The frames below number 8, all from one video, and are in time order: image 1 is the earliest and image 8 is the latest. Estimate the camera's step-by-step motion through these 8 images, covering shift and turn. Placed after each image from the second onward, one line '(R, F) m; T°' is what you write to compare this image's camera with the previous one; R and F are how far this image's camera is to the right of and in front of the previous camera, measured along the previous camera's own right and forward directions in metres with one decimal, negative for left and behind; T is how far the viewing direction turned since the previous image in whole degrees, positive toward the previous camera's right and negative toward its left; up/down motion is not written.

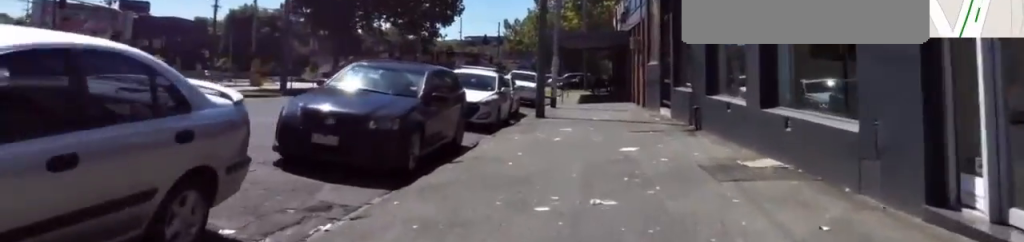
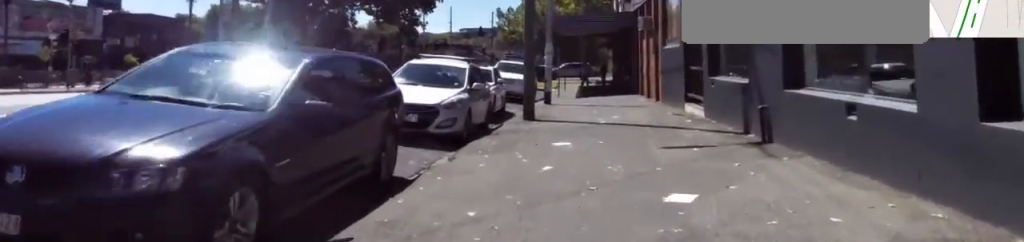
(+1.3, +4.3) m; 0°
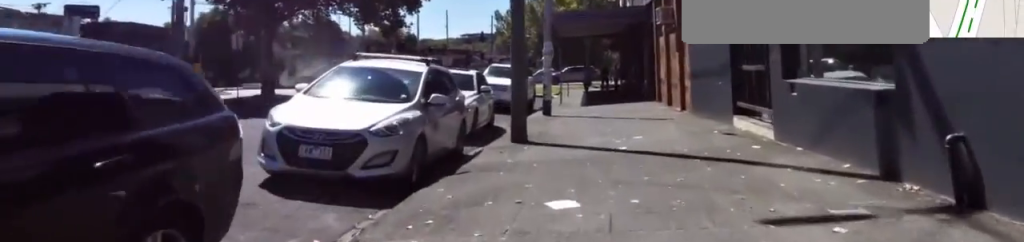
(-0.3, +3.9) m; 0°
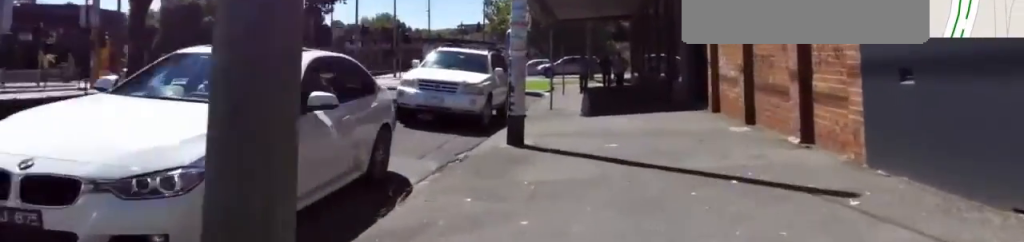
(+0.7, +8.7) m; +9°
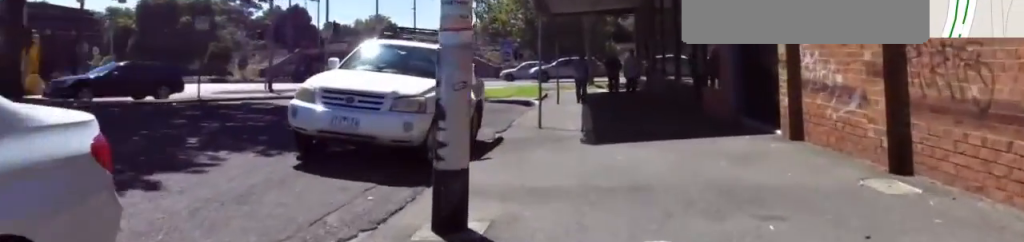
(-0.7, +4.3) m; -16°
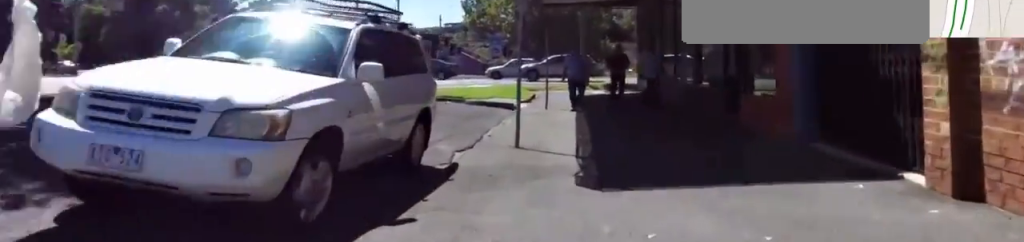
(-0.5, +3.6) m; -11°
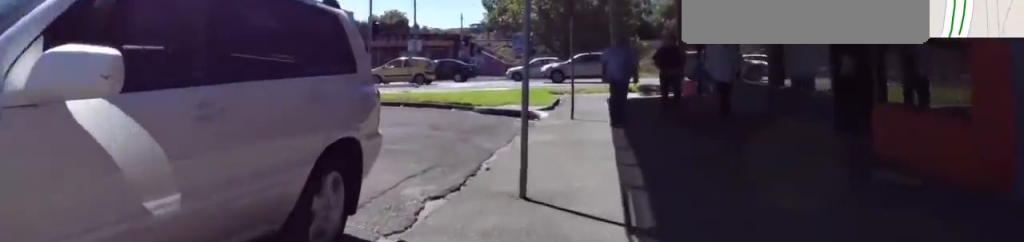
(-0.3, +3.3) m; -2°
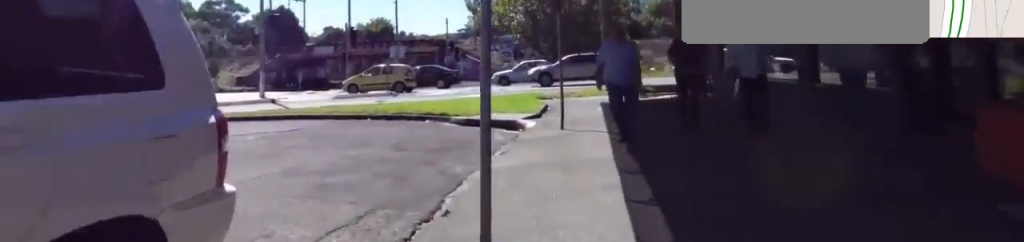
(-0.4, +1.8) m; +4°
